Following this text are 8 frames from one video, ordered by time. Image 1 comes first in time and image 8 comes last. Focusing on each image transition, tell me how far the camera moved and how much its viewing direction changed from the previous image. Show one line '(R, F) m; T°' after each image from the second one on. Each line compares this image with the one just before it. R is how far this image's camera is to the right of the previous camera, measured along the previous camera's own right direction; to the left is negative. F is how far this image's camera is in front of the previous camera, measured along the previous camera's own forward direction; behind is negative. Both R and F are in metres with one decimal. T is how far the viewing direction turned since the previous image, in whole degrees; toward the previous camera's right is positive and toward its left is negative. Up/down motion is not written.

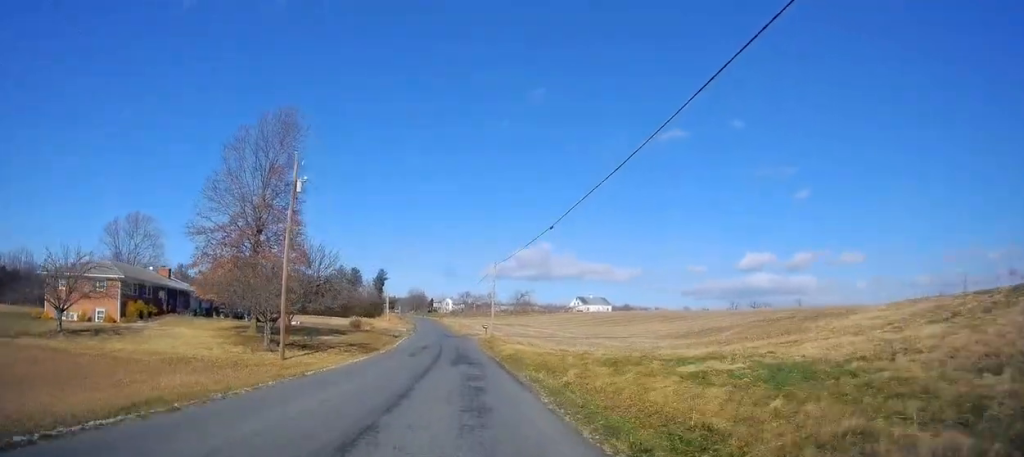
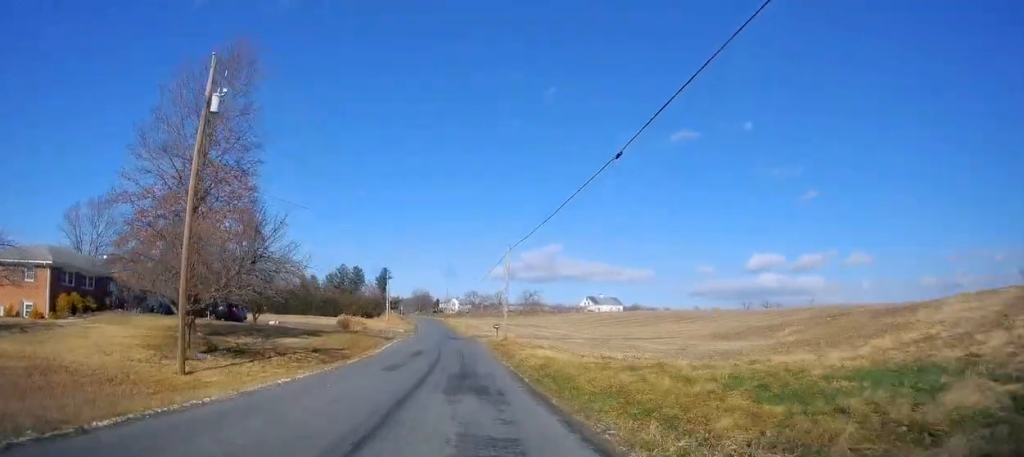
(0.0, +10.3) m; 0°
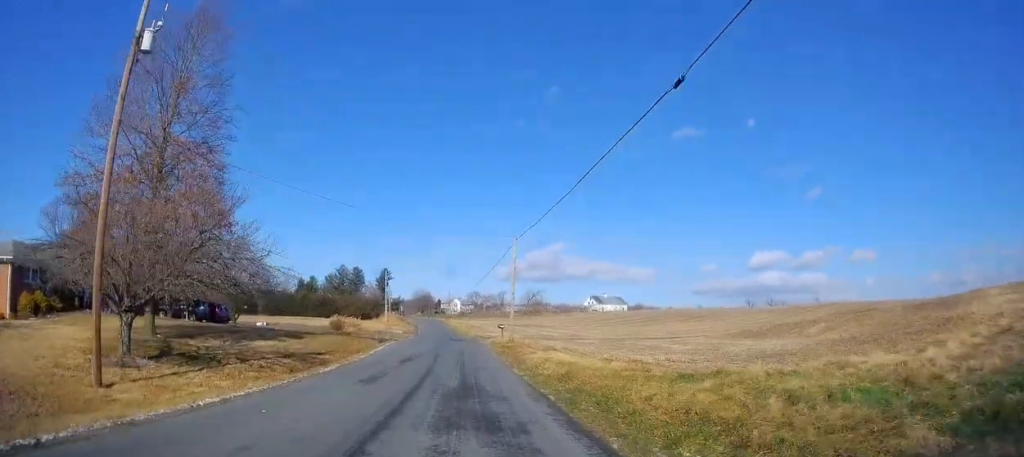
(0.0, +4.3) m; 0°
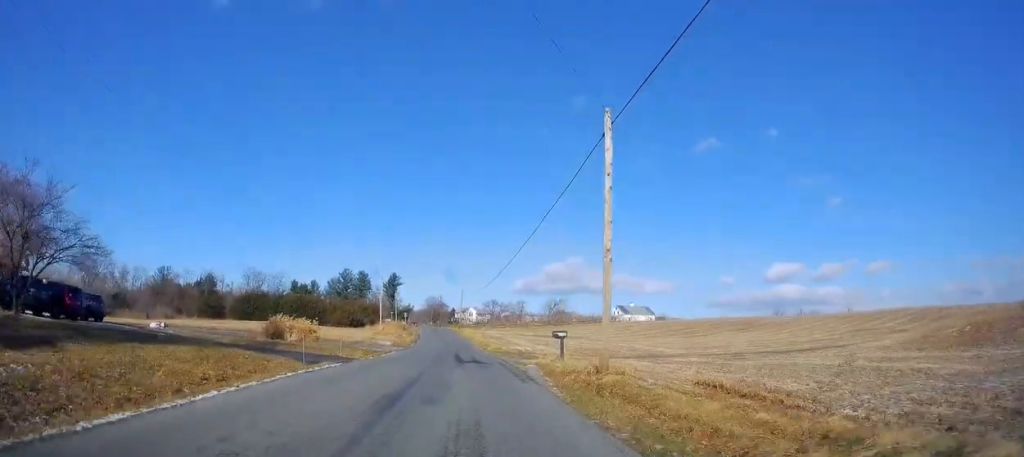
(0.0, +21.8) m; -2°
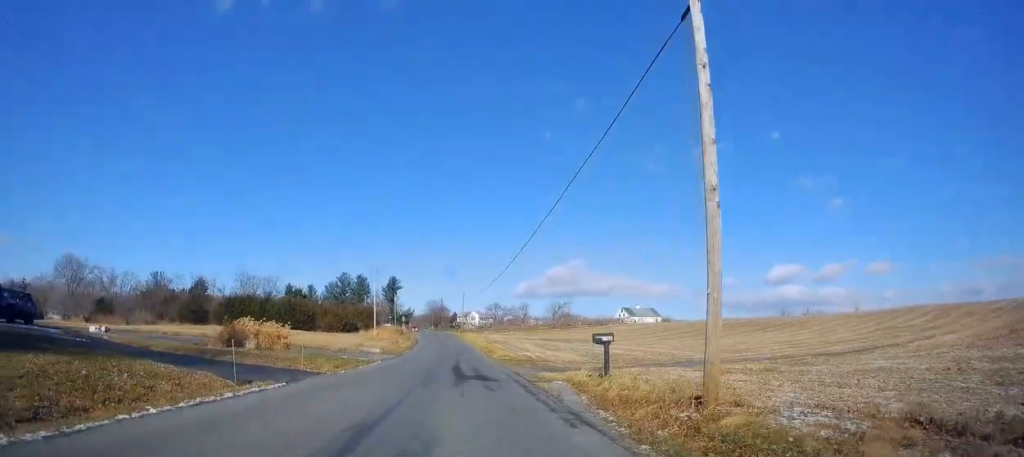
(-0.3, +6.5) m; -1°
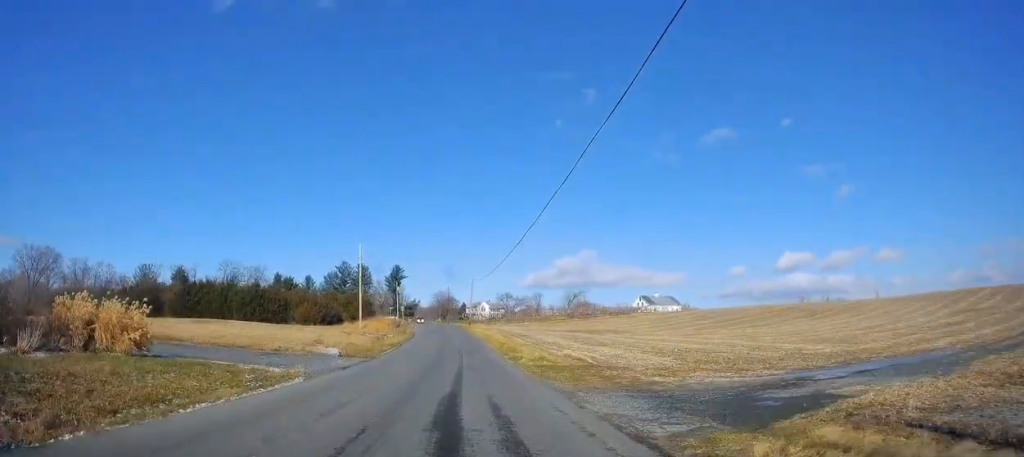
(+0.3, +15.3) m; +3°
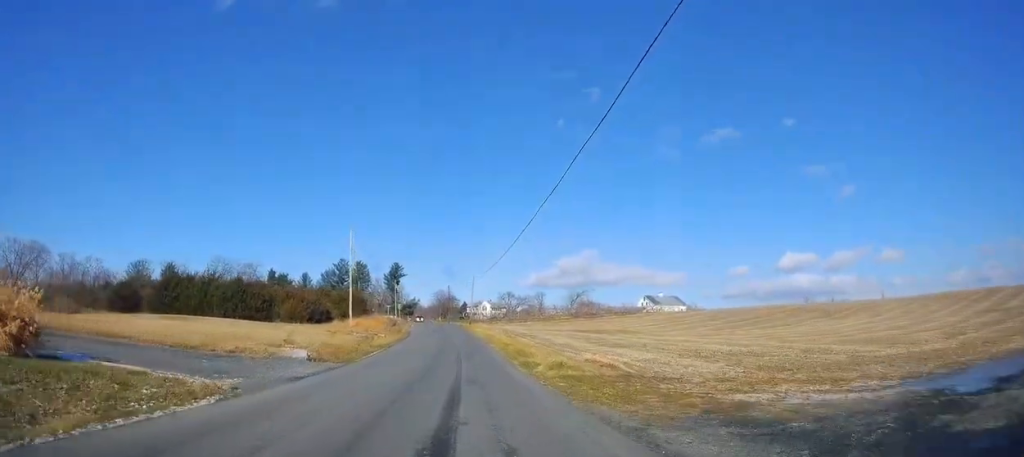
(+0.2, +5.3) m; 0°
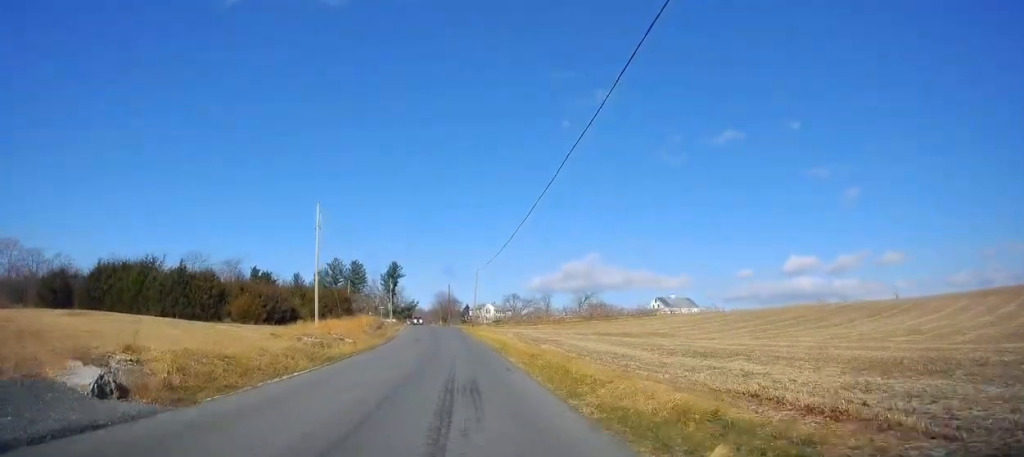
(0.0, +12.8) m; -1°
